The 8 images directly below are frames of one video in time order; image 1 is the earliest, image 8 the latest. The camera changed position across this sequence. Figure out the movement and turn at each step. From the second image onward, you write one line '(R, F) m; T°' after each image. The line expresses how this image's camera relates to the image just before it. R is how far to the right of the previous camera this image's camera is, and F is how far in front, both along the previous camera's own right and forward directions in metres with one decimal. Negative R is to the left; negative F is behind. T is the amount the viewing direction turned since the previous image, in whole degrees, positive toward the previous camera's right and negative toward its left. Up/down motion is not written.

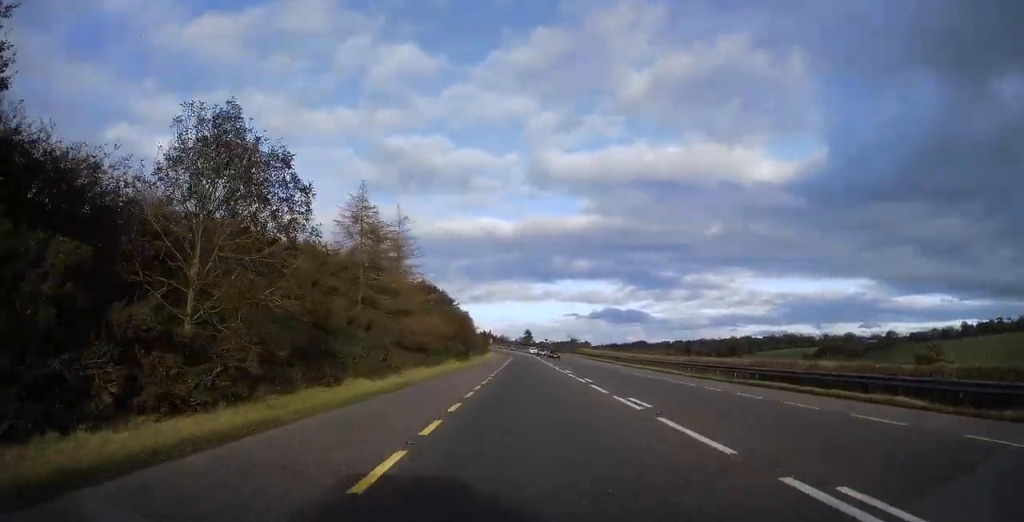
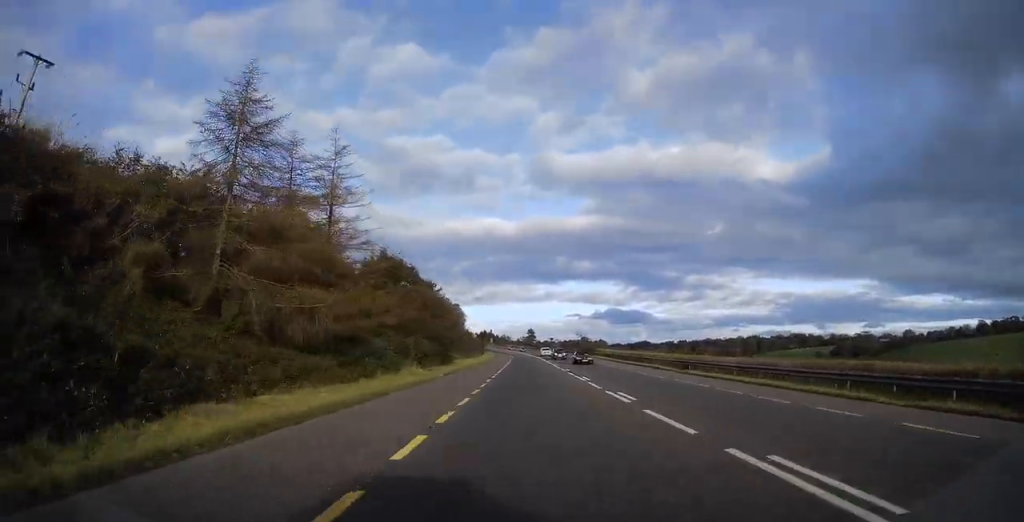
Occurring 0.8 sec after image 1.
(-0.2, +21.5) m; 0°
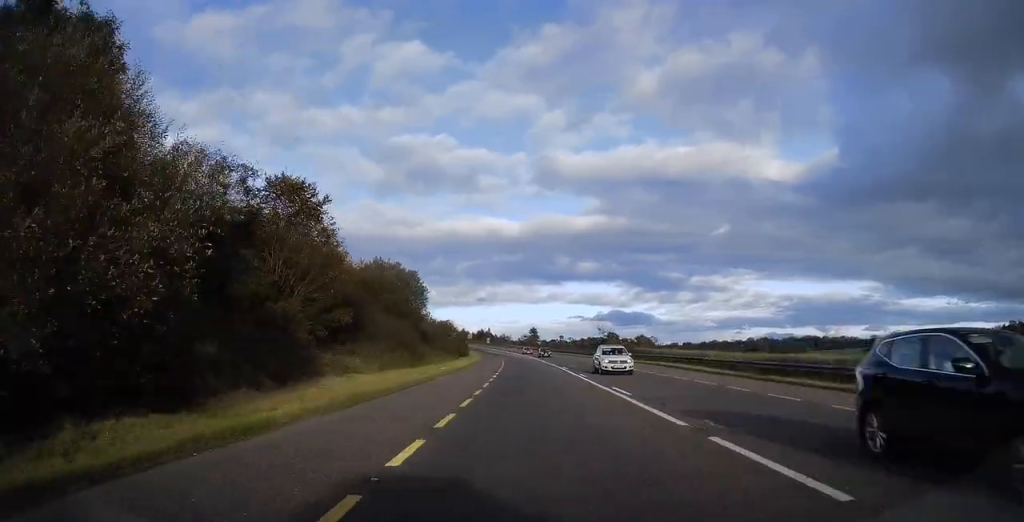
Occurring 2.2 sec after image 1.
(0.0, +39.5) m; 0°
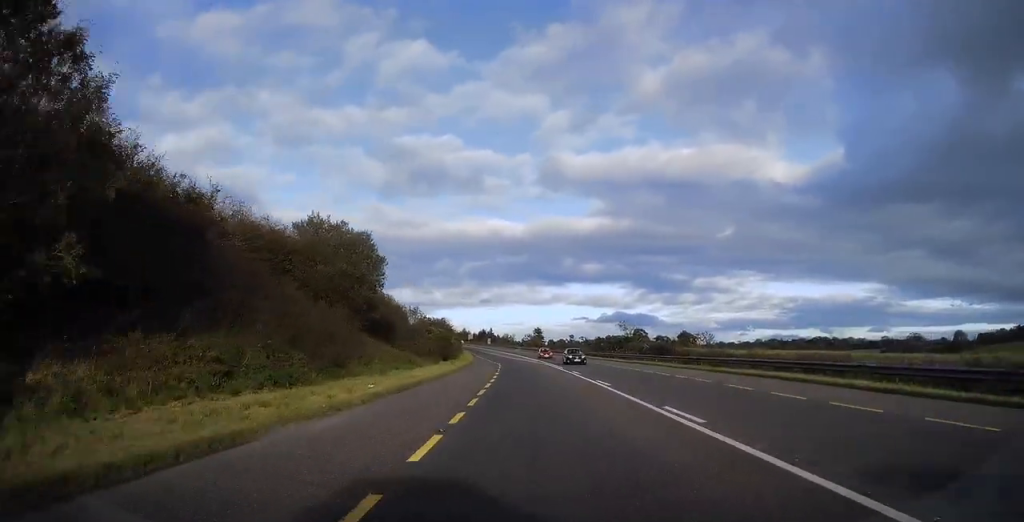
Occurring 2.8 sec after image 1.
(0.0, +19.0) m; 0°
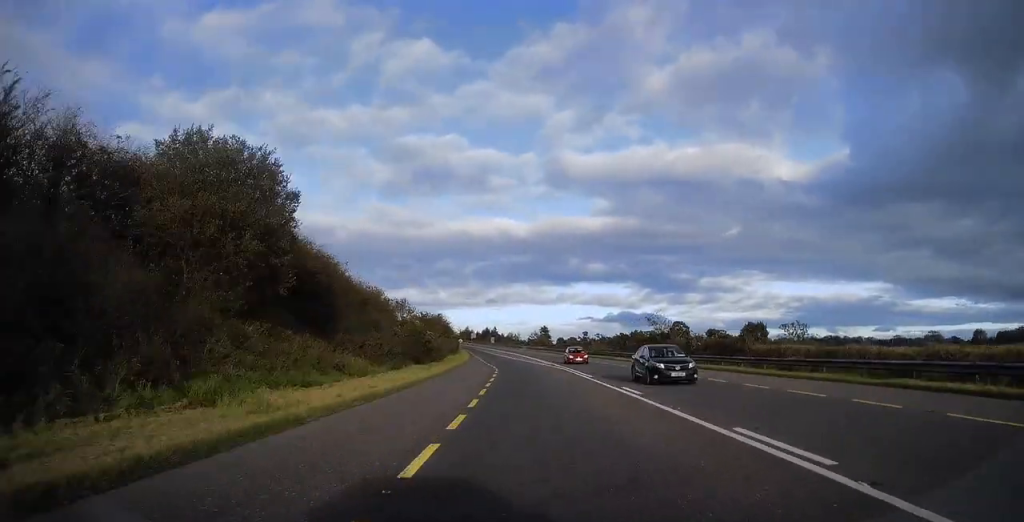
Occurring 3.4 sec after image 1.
(0.0, +16.2) m; 0°
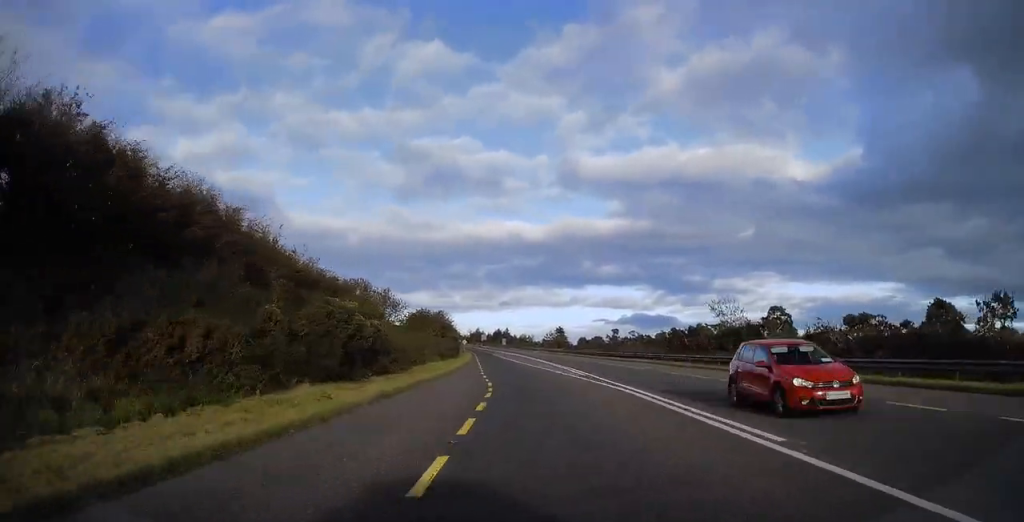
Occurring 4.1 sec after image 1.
(-0.1, +19.9) m; 0°
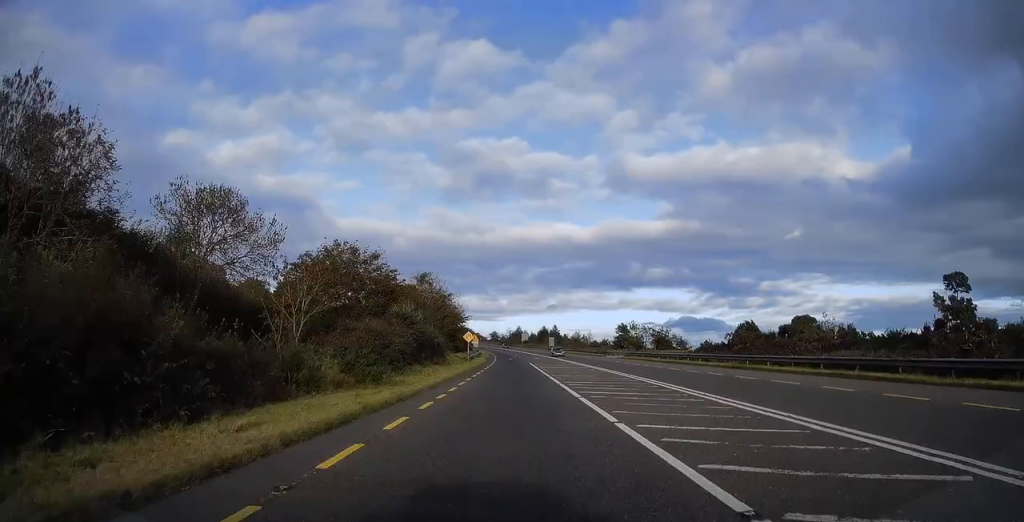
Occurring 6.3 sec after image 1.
(-1.0, +61.3) m; -3°
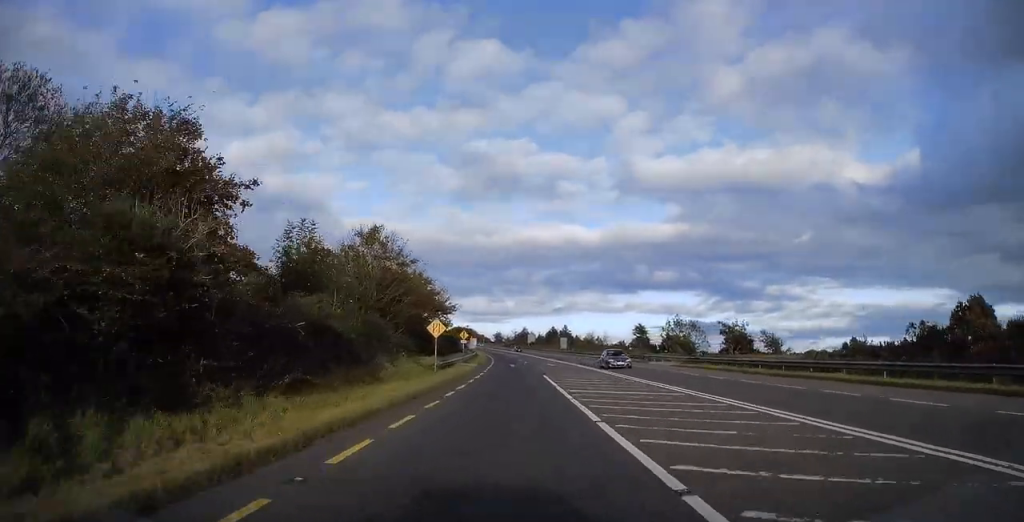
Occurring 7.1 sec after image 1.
(-0.4, +22.3) m; -1°
